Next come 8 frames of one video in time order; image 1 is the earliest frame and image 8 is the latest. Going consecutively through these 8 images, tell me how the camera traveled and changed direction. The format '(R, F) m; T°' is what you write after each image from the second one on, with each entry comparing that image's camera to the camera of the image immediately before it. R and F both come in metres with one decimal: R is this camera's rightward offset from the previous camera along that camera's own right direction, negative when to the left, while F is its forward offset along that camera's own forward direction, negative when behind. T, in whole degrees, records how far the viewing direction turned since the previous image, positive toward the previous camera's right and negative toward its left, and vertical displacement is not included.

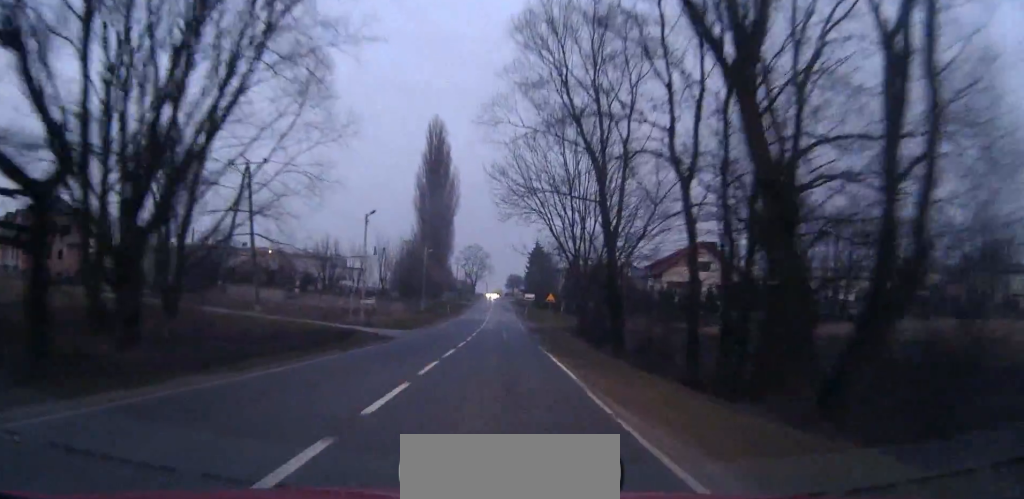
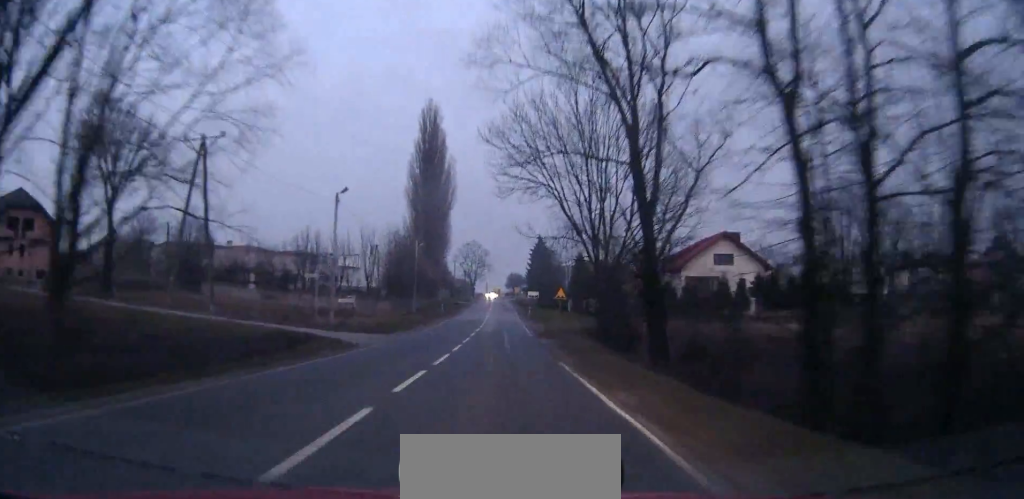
(0.0, +9.7) m; 0°
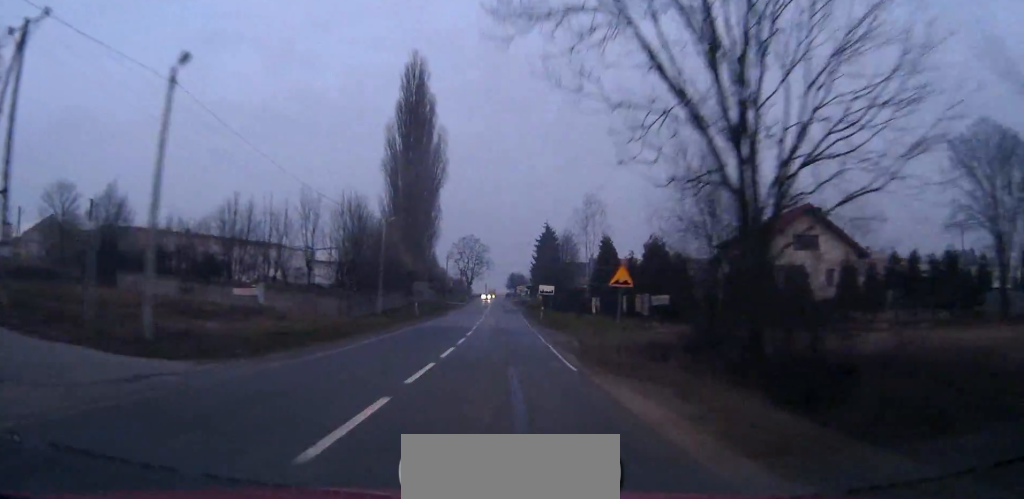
(-0.2, +23.8) m; -1°
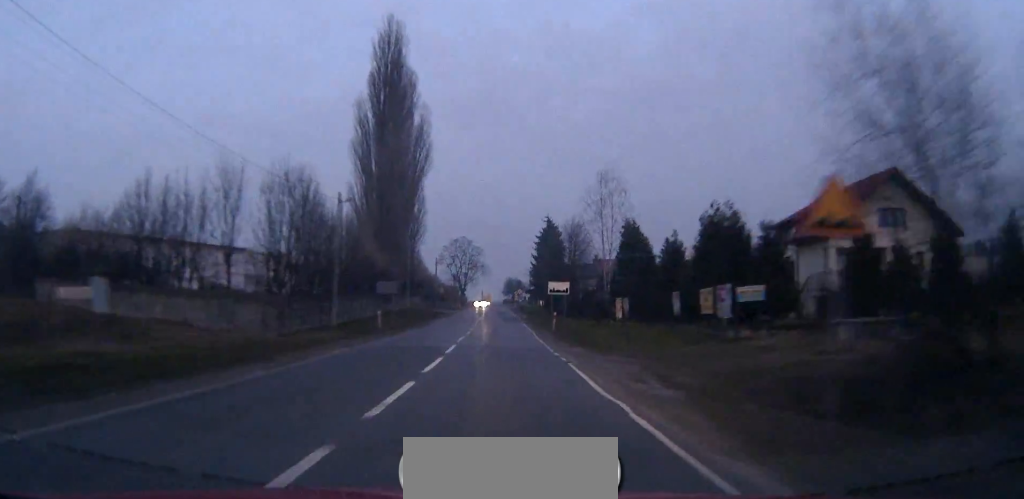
(0.0, +15.5) m; +1°
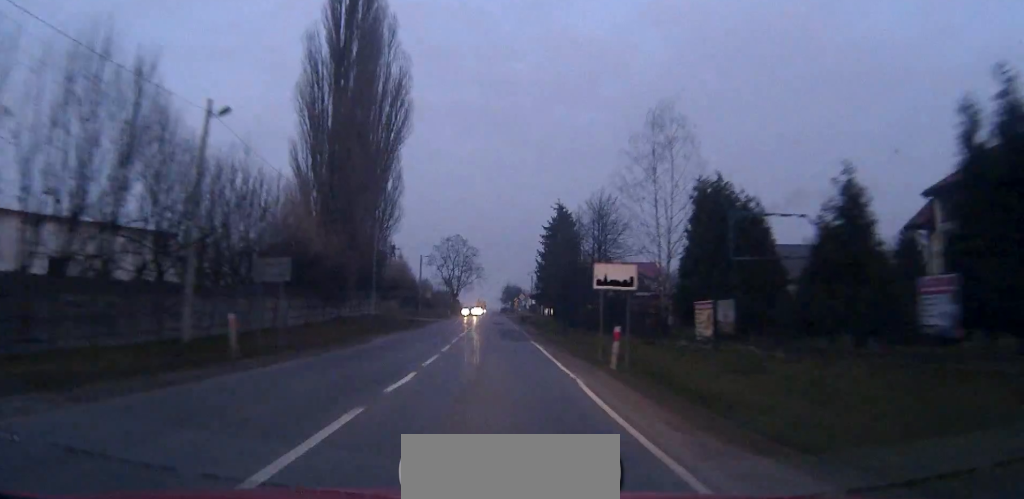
(+0.3, +21.8) m; +1°
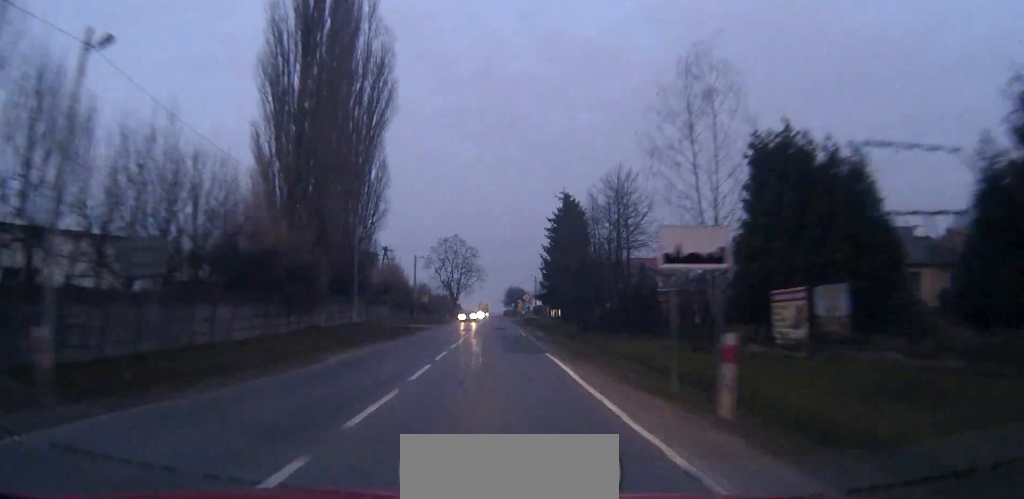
(+0.1, +8.8) m; 0°
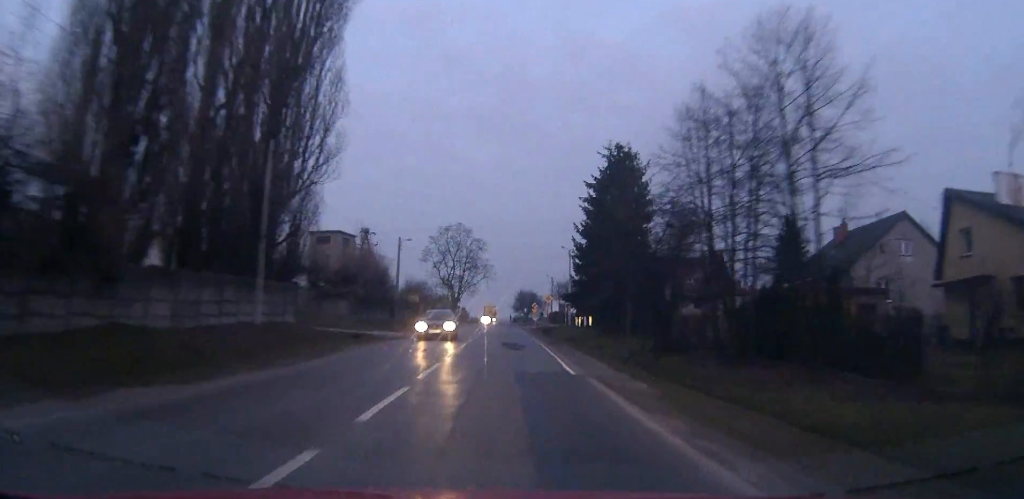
(-0.3, +24.6) m; -1°
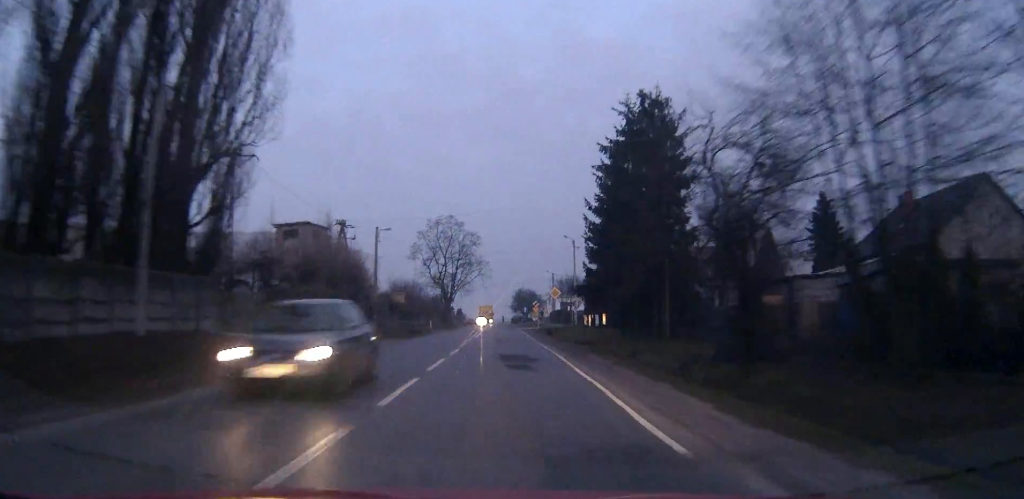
(0.0, +11.0) m; 0°
